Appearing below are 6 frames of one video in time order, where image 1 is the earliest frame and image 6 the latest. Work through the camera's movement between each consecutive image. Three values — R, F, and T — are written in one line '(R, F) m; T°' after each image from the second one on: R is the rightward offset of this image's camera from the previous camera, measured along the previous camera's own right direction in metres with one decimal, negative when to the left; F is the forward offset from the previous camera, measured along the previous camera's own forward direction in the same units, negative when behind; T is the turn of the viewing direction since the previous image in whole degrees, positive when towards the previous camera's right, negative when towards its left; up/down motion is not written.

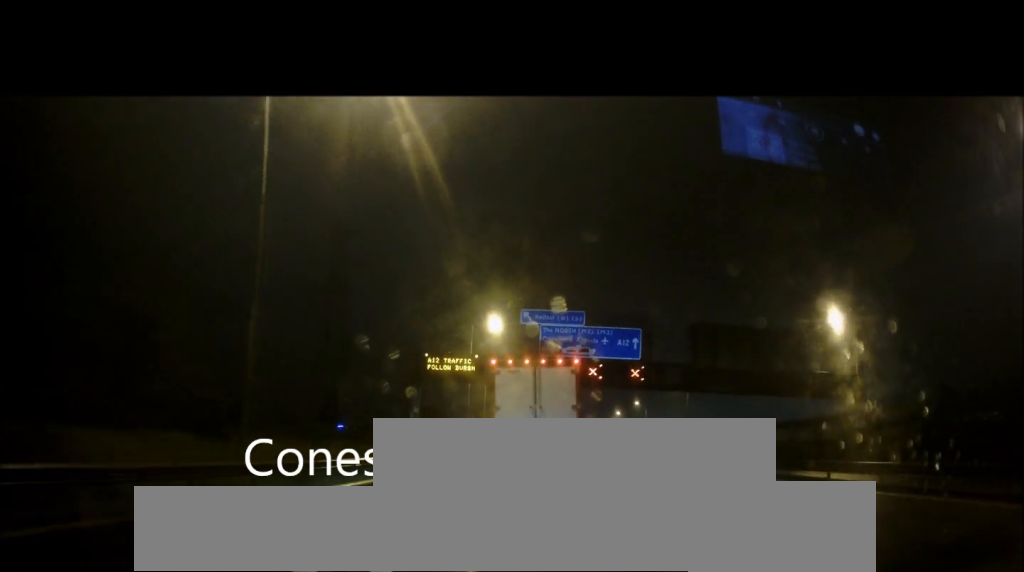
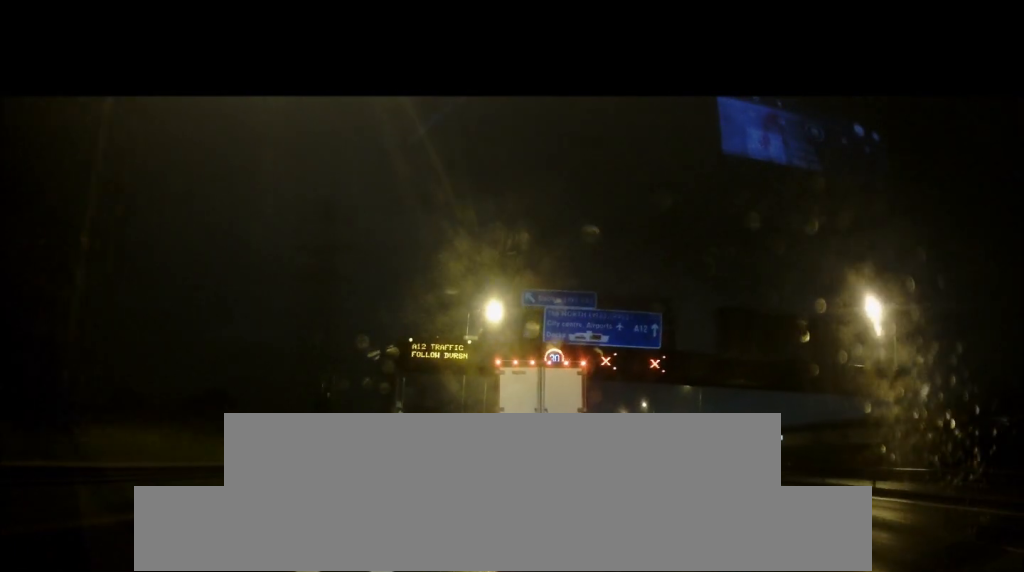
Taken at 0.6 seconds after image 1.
(0.0, +7.1) m; 0°
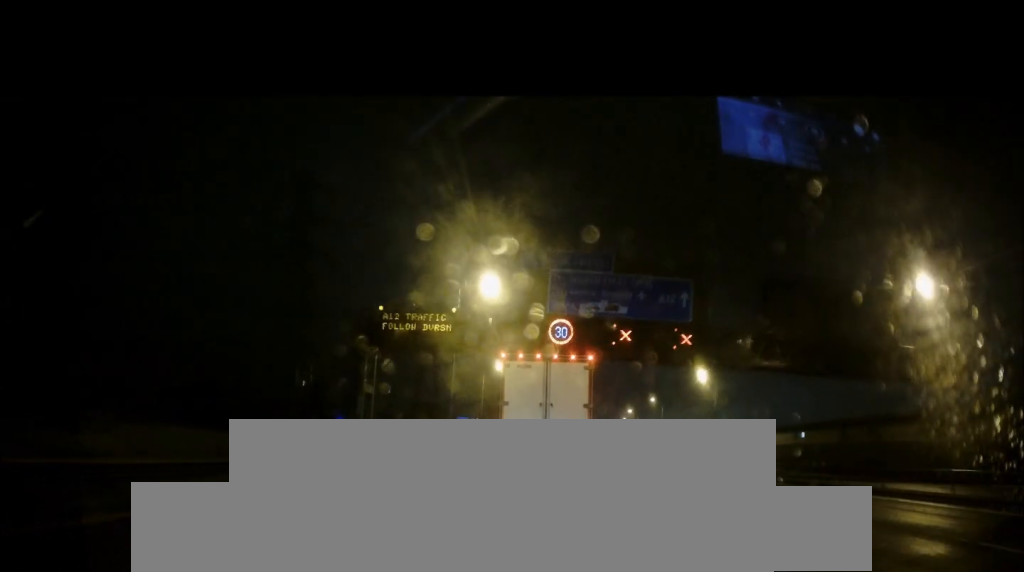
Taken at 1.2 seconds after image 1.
(0.0, +8.3) m; 0°
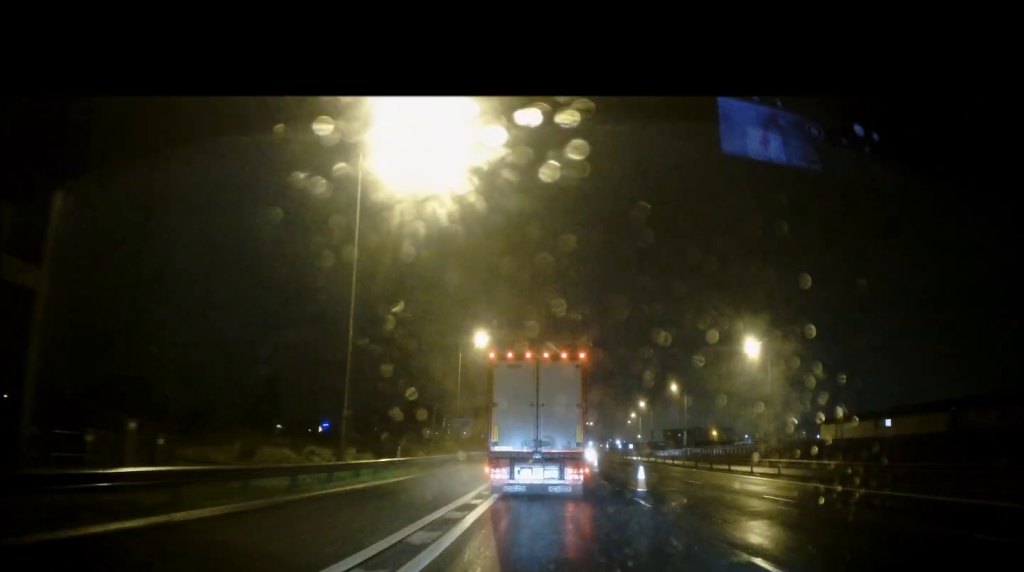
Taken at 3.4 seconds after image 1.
(0.0, +26.7) m; +1°
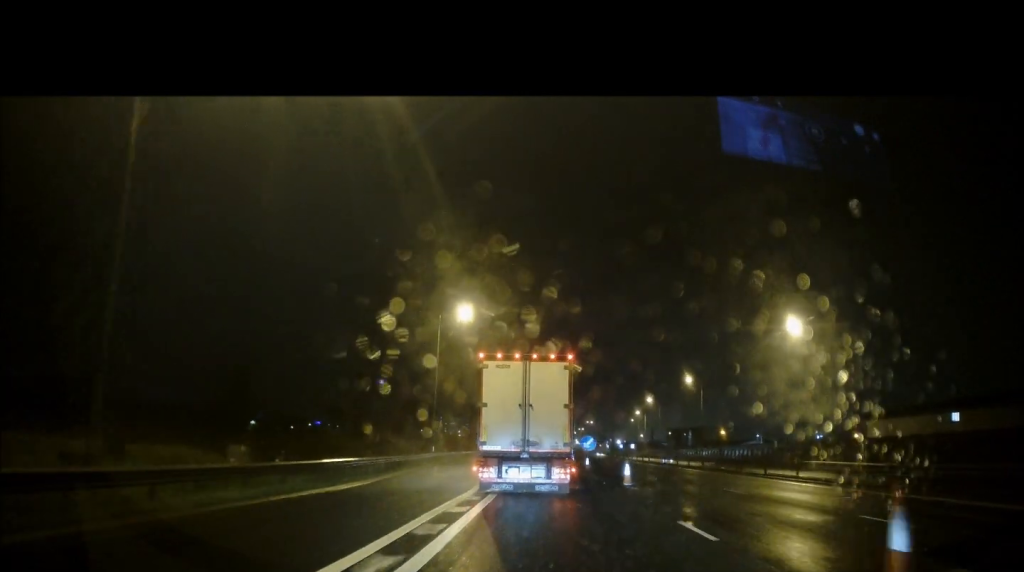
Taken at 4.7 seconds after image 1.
(+0.2, +14.1) m; +1°
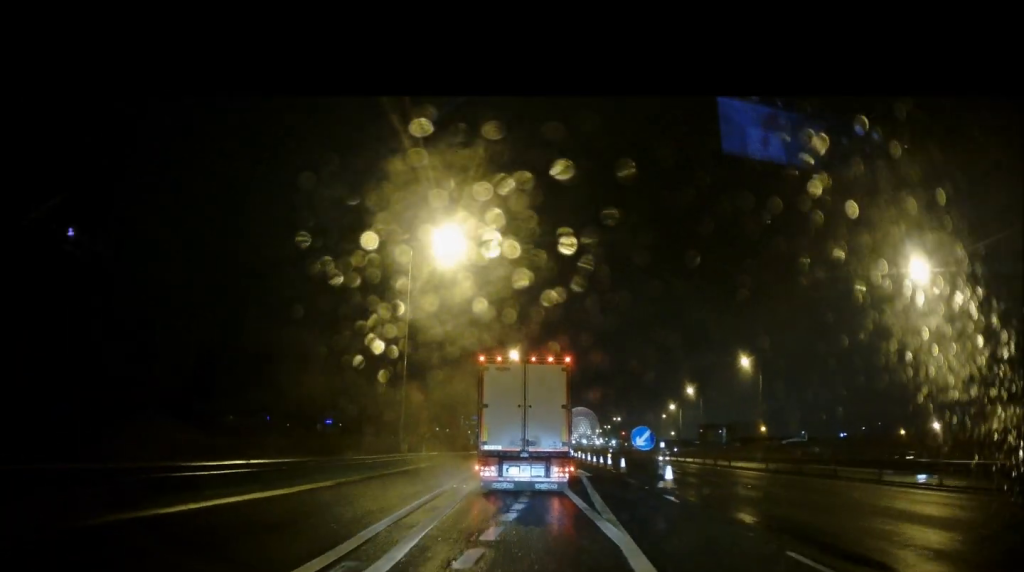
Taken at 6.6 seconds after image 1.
(-0.6, +20.7) m; -5°
